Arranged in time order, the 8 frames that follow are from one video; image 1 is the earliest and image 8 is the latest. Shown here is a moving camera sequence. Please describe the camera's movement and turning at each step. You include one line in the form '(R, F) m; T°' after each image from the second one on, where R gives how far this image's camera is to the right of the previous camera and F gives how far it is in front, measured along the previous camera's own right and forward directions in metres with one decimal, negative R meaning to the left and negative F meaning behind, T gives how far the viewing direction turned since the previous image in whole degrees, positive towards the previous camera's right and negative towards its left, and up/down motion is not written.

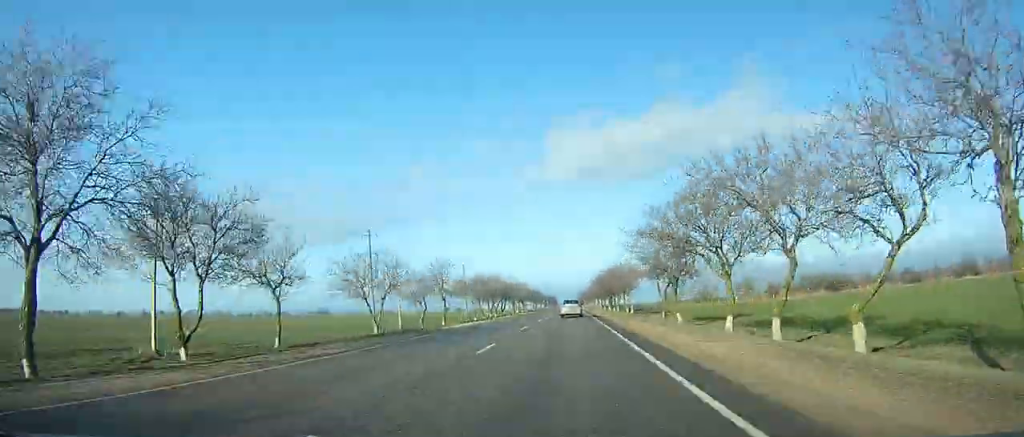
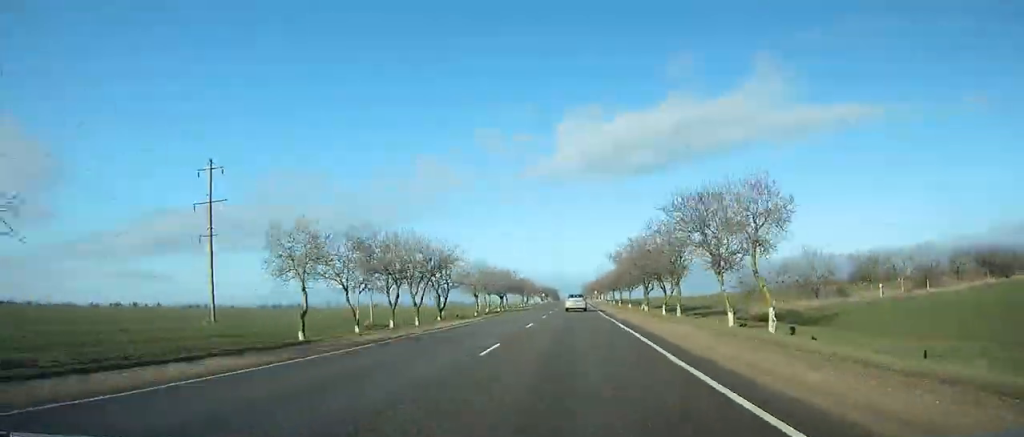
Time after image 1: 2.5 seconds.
(-0.4, +61.3) m; 0°
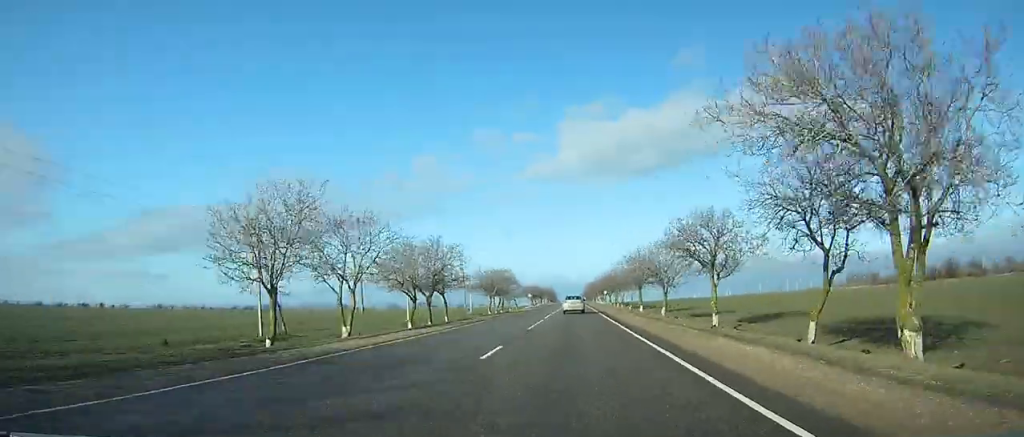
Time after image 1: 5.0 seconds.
(+0.1, +61.2) m; 0°
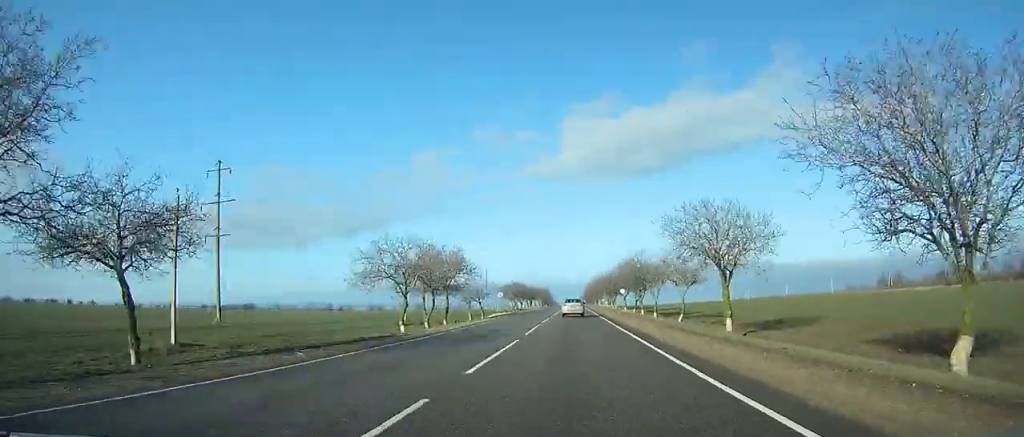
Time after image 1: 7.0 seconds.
(+0.1, +49.0) m; 0°
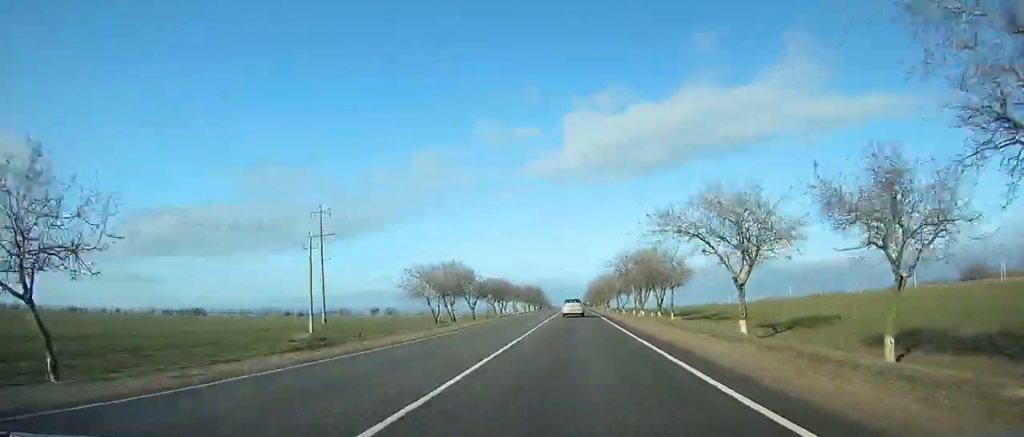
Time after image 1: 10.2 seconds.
(+0.2, +78.0) m; 0°
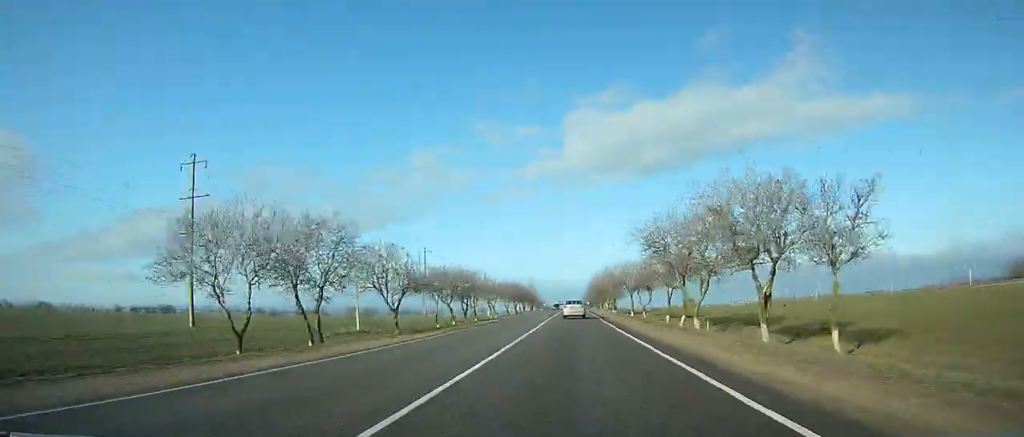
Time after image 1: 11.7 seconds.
(+0.1, +36.5) m; 0°
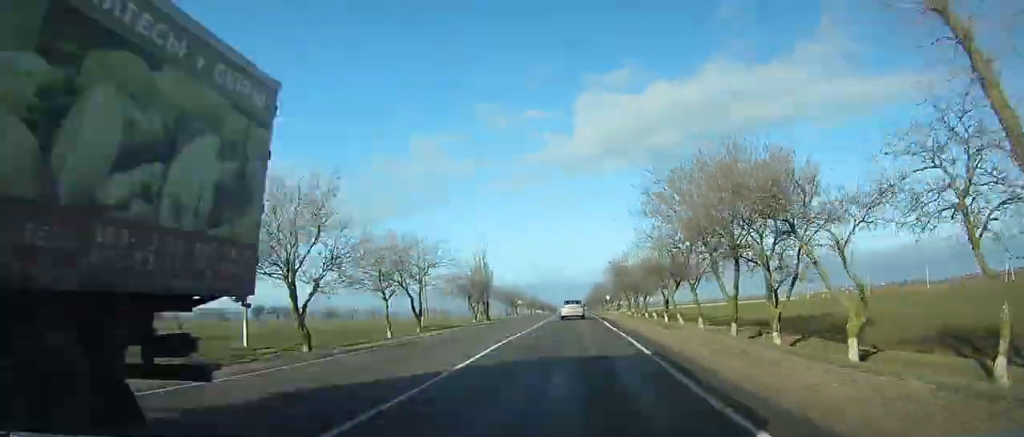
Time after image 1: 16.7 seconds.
(-0.5, +120.7) m; -1°
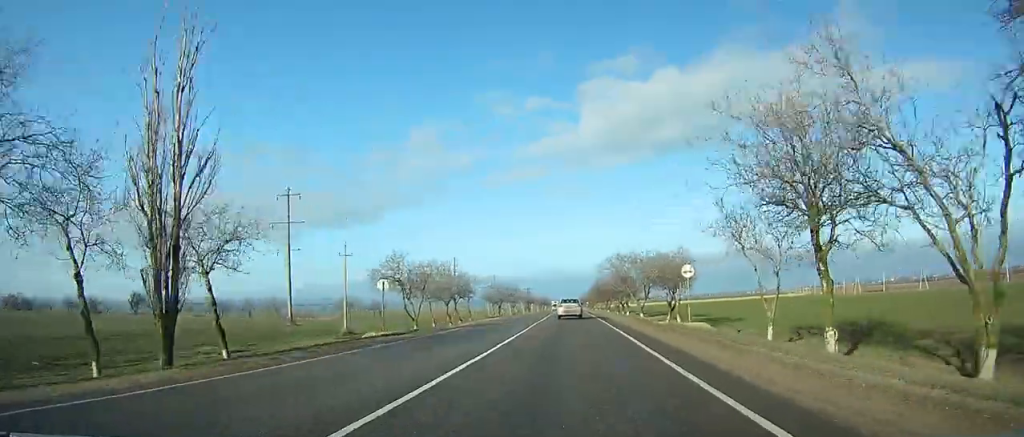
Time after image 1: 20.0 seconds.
(-0.2, +78.9) m; 0°
